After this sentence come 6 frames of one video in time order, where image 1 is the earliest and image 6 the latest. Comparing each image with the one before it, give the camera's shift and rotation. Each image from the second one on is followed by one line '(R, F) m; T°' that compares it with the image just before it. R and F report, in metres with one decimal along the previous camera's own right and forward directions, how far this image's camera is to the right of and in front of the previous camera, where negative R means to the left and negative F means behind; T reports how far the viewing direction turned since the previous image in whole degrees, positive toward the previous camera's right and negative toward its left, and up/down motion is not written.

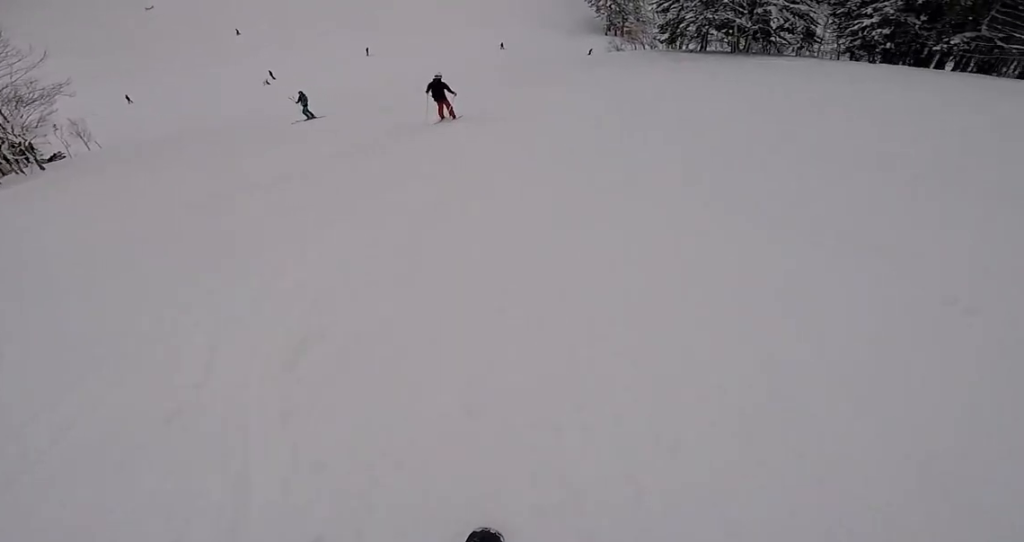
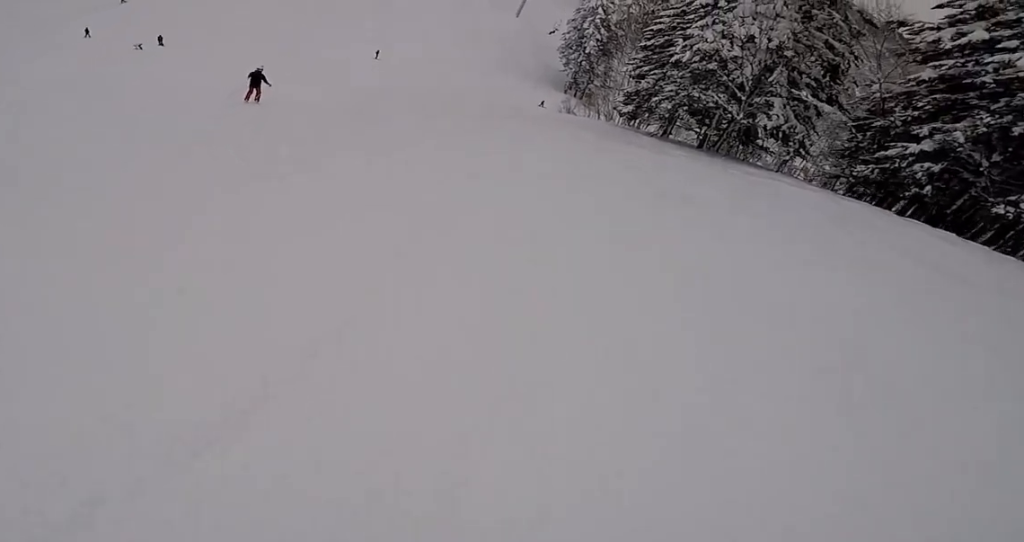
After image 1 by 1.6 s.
(+3.4, +13.5) m; +12°
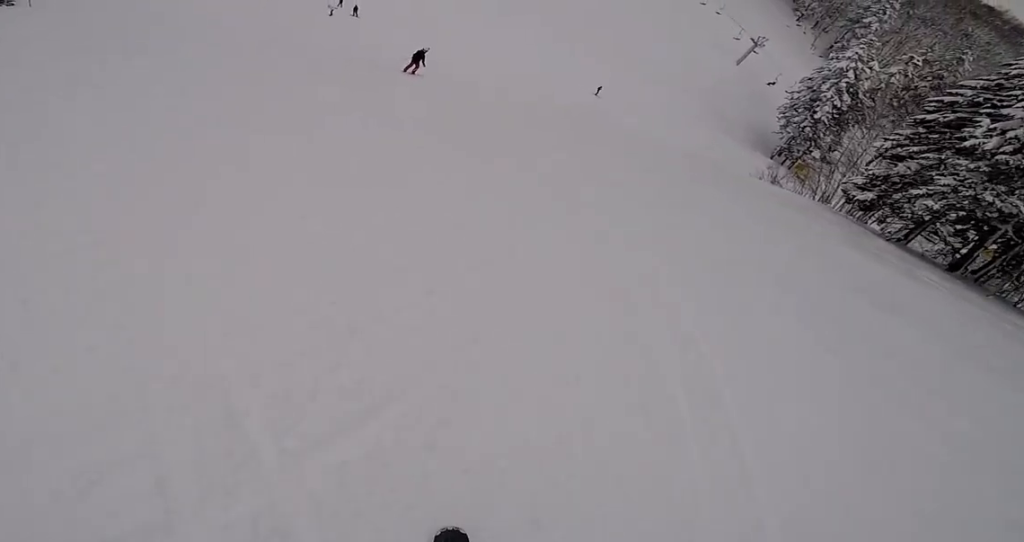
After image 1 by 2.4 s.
(-0.5, +7.0) m; -10°
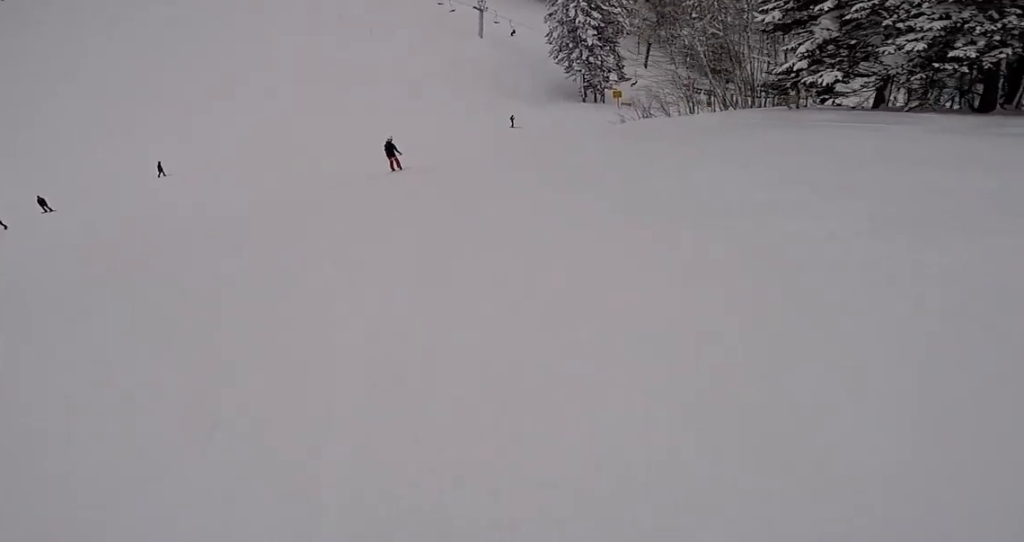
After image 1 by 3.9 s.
(-1.8, +13.8) m; -3°
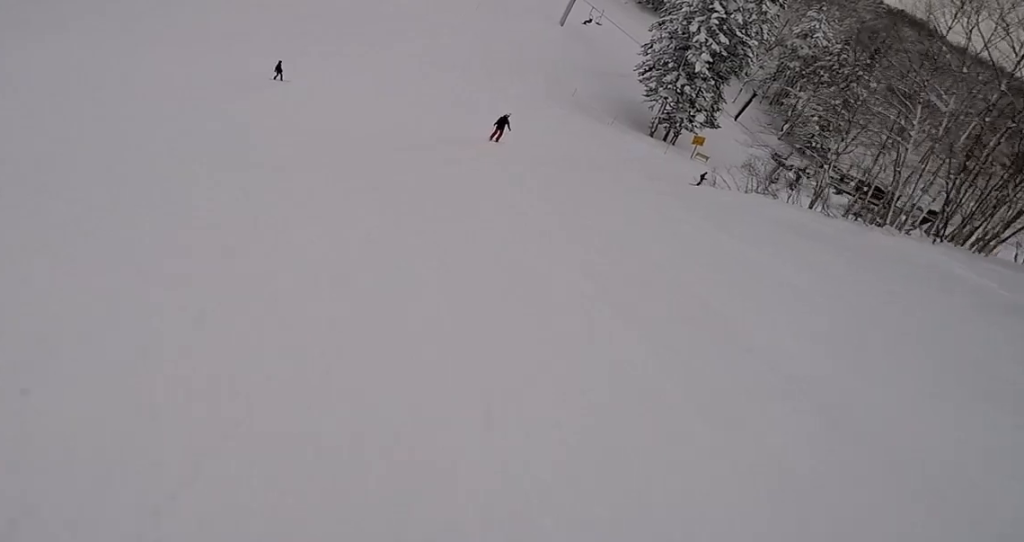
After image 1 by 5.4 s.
(+1.9, +13.9) m; +9°
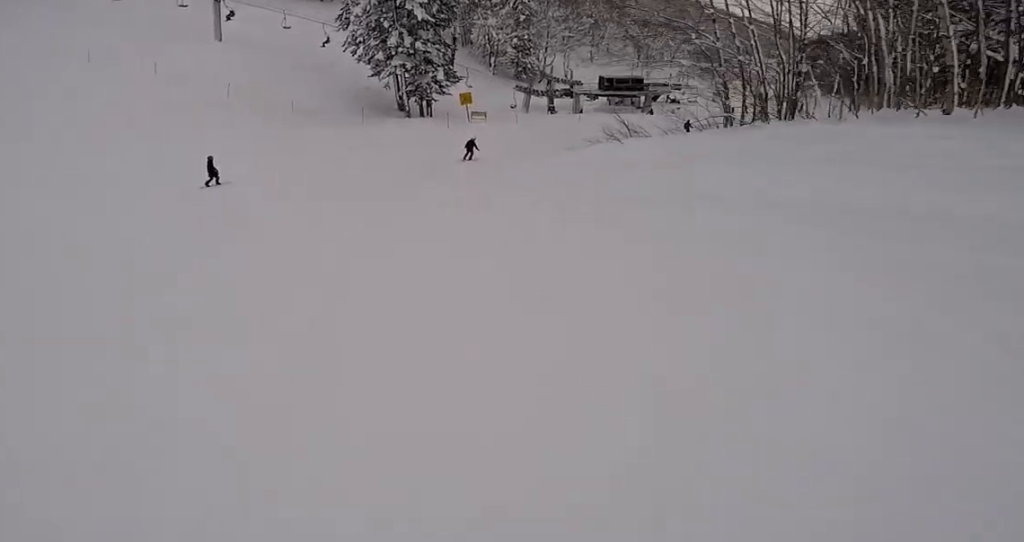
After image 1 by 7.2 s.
(+2.0, +16.8) m; +18°
